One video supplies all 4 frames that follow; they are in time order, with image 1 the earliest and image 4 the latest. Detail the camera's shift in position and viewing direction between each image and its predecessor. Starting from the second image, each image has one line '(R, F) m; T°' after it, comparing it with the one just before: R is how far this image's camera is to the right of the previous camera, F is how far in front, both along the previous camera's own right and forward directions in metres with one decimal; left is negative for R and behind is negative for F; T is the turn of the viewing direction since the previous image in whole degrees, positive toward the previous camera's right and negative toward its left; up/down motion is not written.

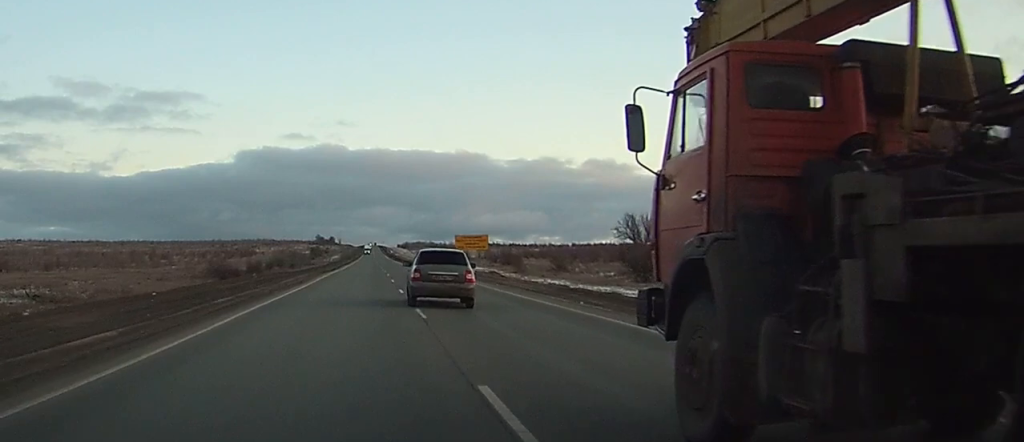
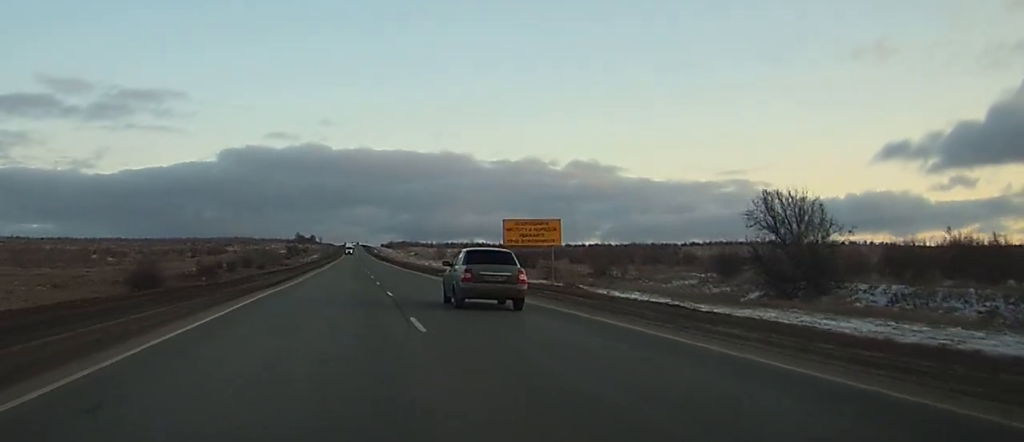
(+0.4, +39.3) m; +1°
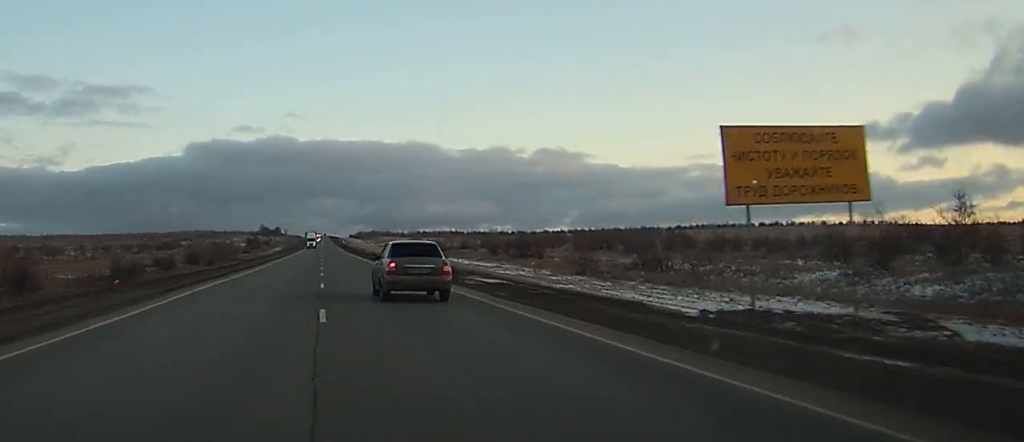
(+0.3, +35.7) m; +1°
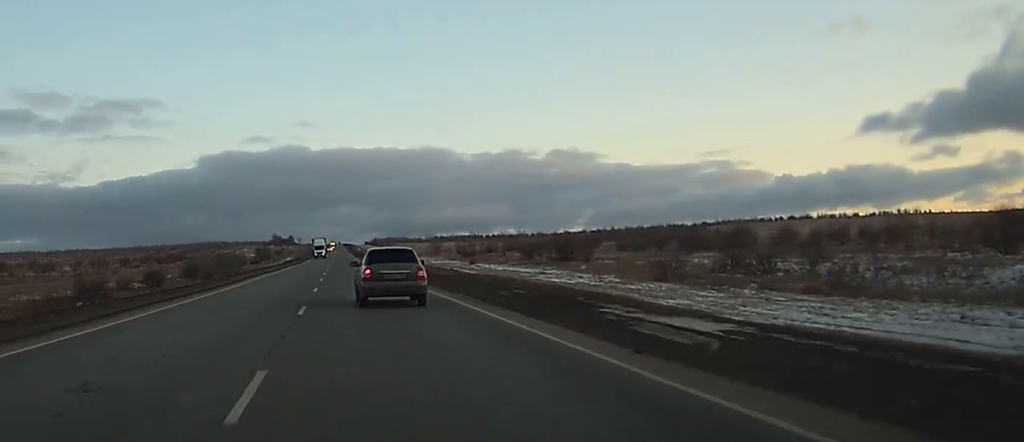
(+0.2, +20.1) m; +1°
